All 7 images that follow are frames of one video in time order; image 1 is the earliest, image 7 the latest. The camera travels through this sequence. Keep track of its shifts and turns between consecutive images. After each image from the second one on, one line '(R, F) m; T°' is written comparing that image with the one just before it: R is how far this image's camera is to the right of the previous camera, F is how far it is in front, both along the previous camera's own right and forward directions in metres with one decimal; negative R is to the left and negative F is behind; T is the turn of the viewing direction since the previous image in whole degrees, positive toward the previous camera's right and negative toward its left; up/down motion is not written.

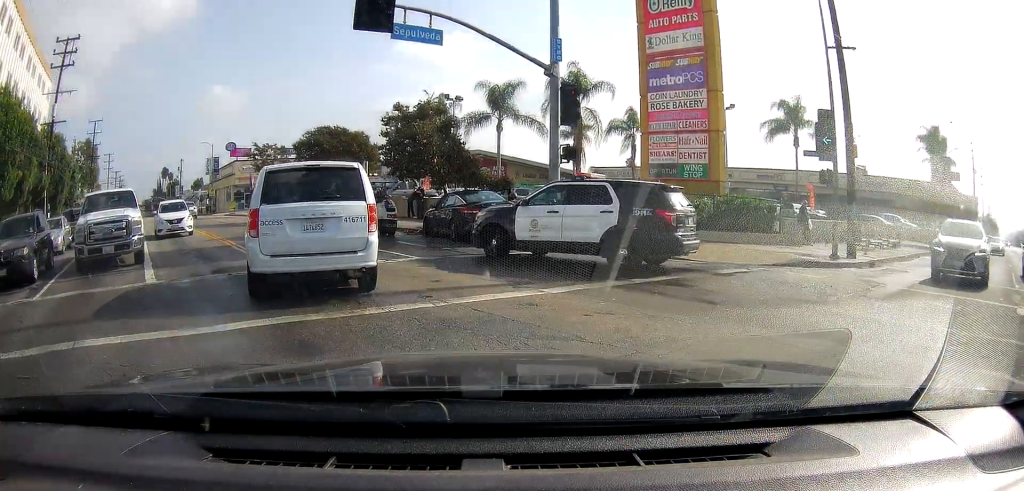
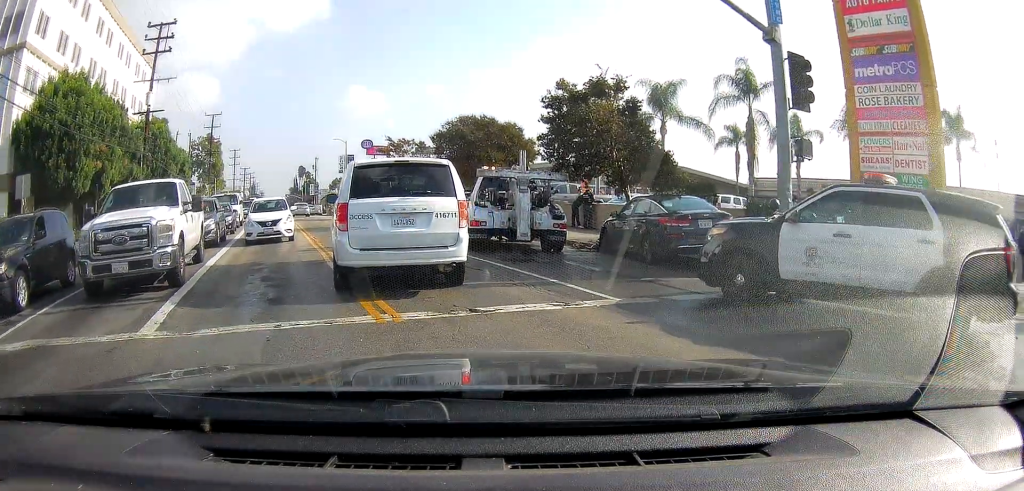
(-1.2, +8.1) m; -13°
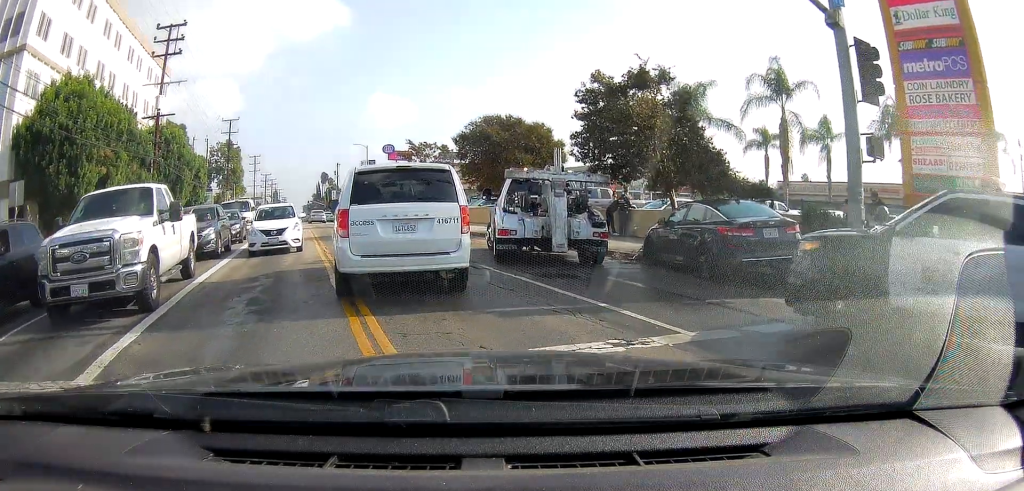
(+0.1, +2.8) m; -5°
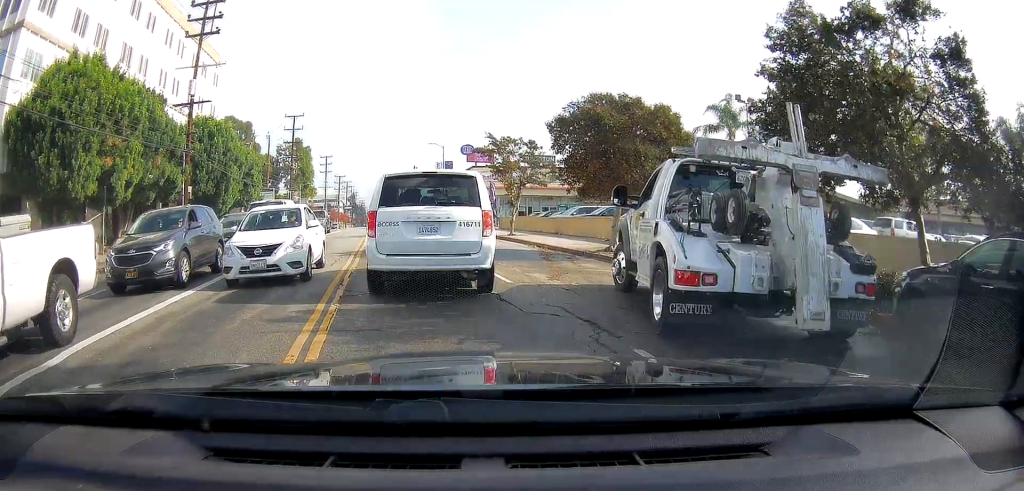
(-1.8, +9.1) m; -16°
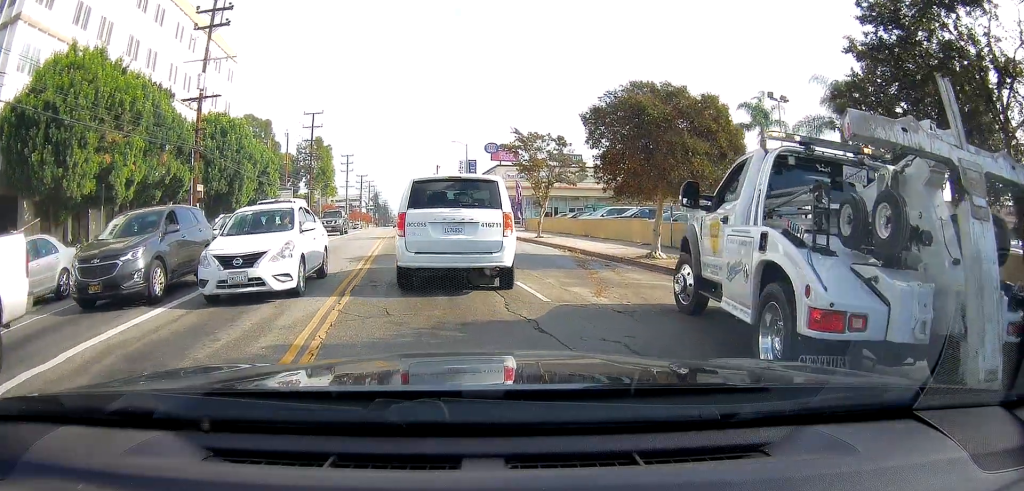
(0.0, +2.5) m; -1°
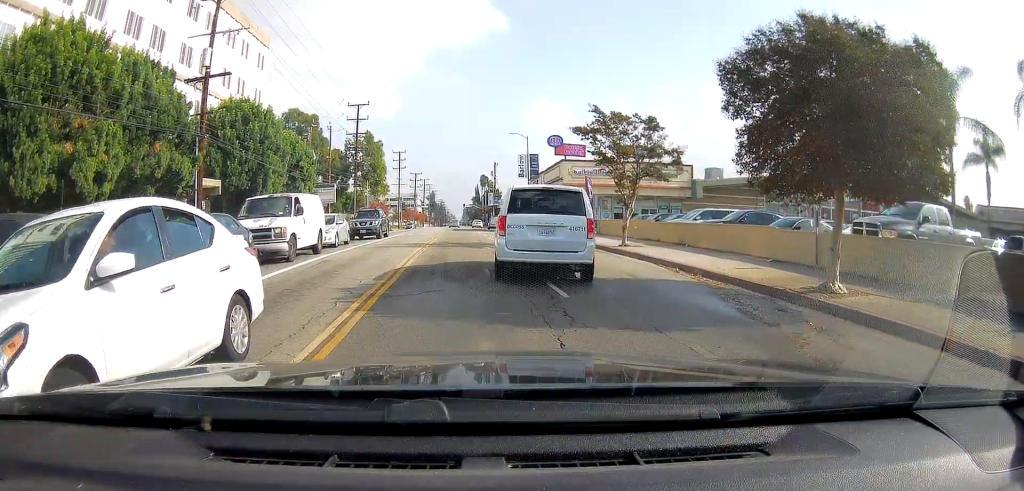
(-0.3, +6.7) m; -7°
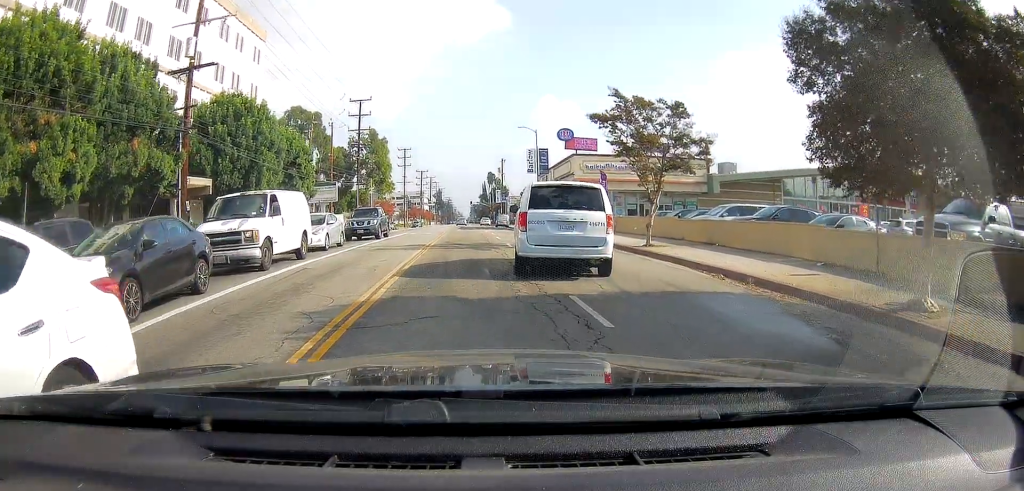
(-0.1, +2.1) m; -5°
